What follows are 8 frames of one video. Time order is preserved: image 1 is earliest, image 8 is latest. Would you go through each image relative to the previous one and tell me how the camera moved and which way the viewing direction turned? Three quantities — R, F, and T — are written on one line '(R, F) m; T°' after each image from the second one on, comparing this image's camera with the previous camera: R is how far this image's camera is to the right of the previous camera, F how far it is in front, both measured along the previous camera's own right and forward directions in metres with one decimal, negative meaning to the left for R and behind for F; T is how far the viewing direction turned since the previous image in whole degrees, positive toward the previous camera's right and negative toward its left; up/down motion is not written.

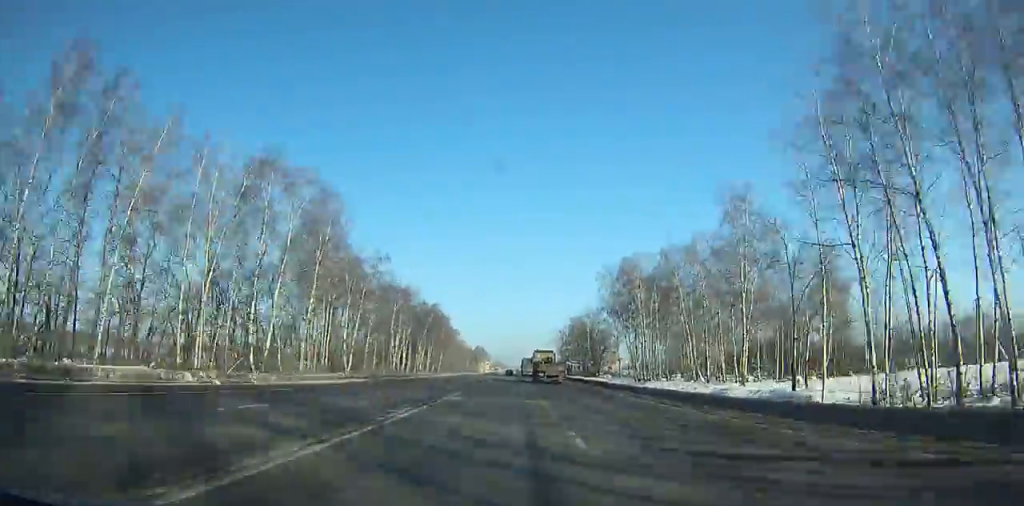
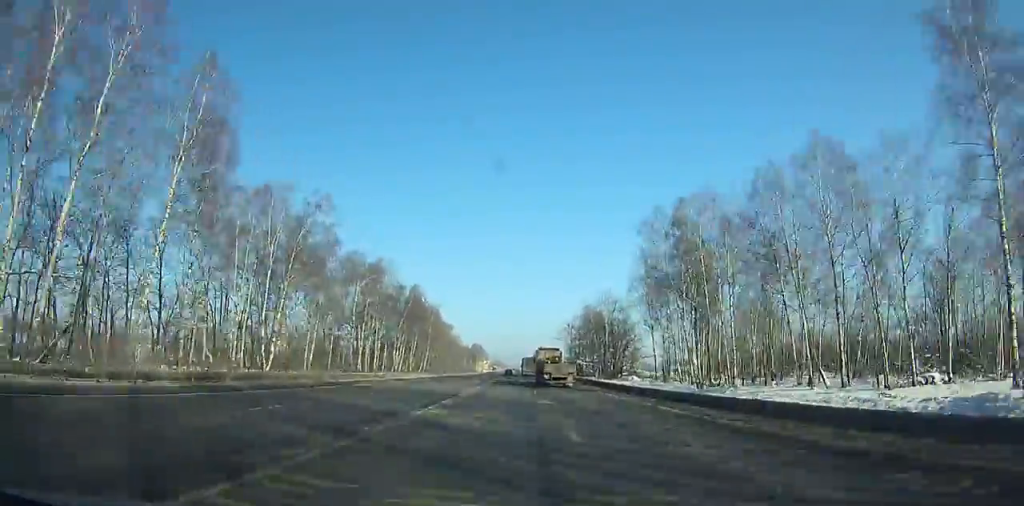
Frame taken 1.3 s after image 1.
(0.0, +33.5) m; 0°
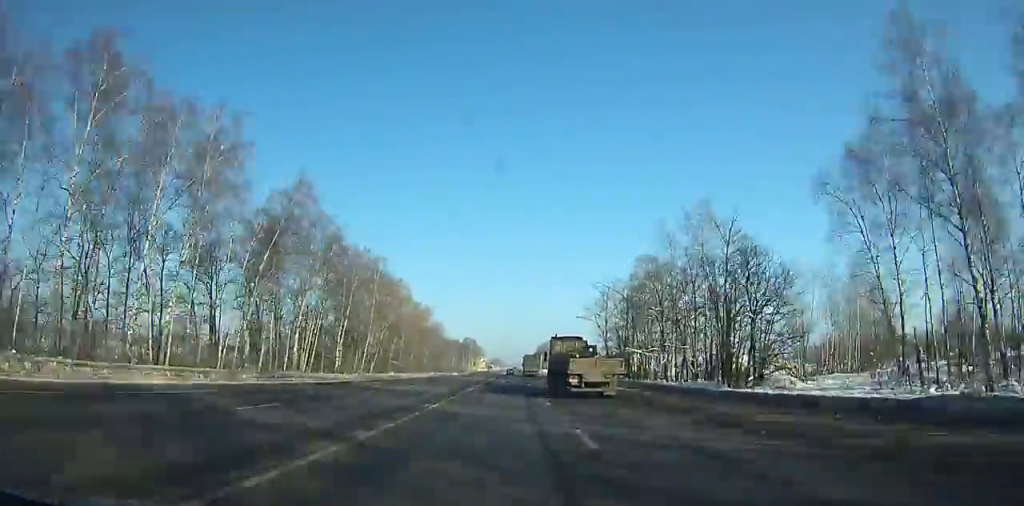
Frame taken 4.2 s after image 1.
(-0.3, +75.0) m; 0°
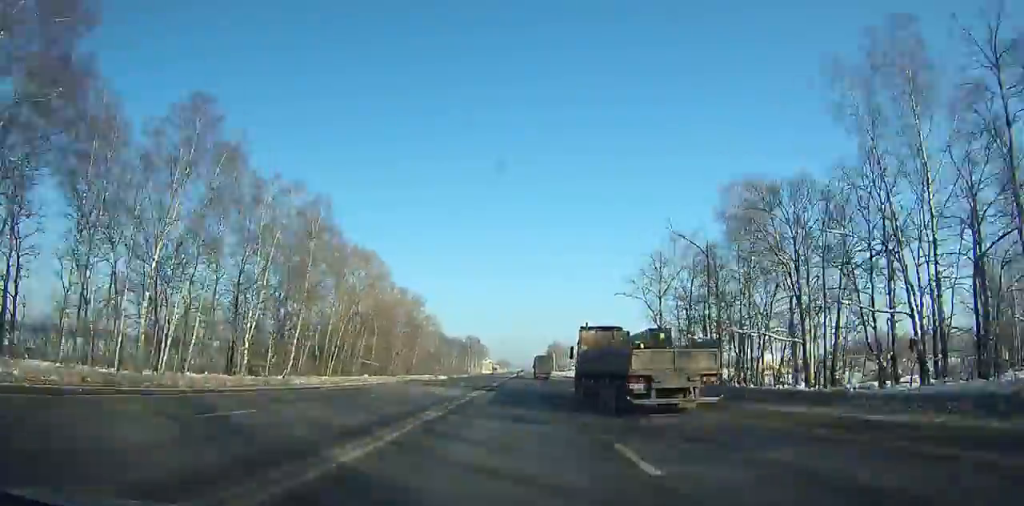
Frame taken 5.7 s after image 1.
(0.0, +38.8) m; 0°
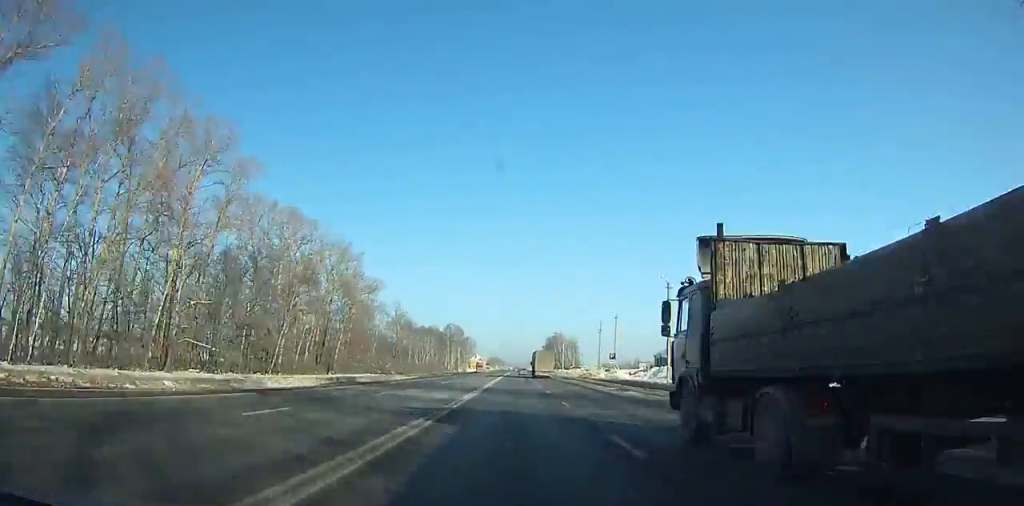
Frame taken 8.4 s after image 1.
(0.0, +69.7) m; 0°
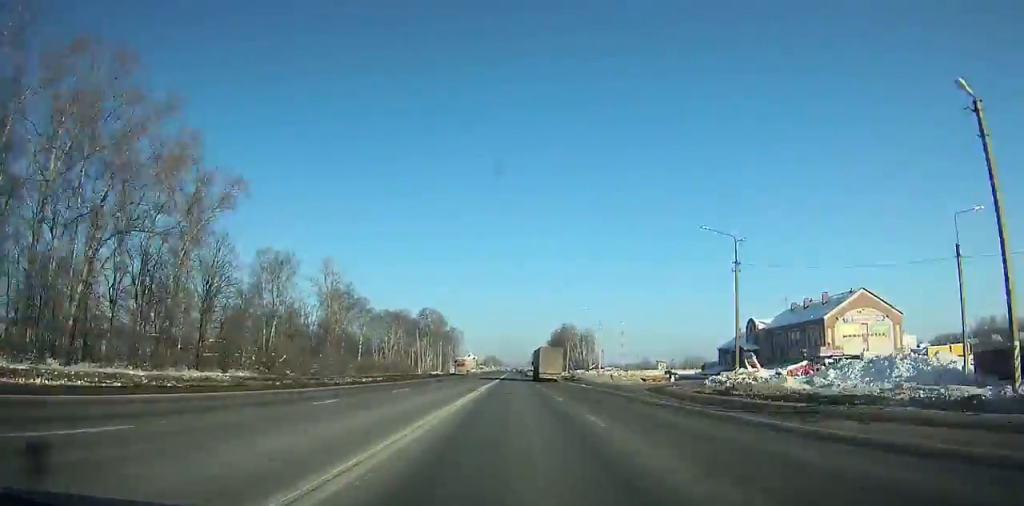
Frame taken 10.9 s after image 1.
(+0.1, +63.8) m; 0°
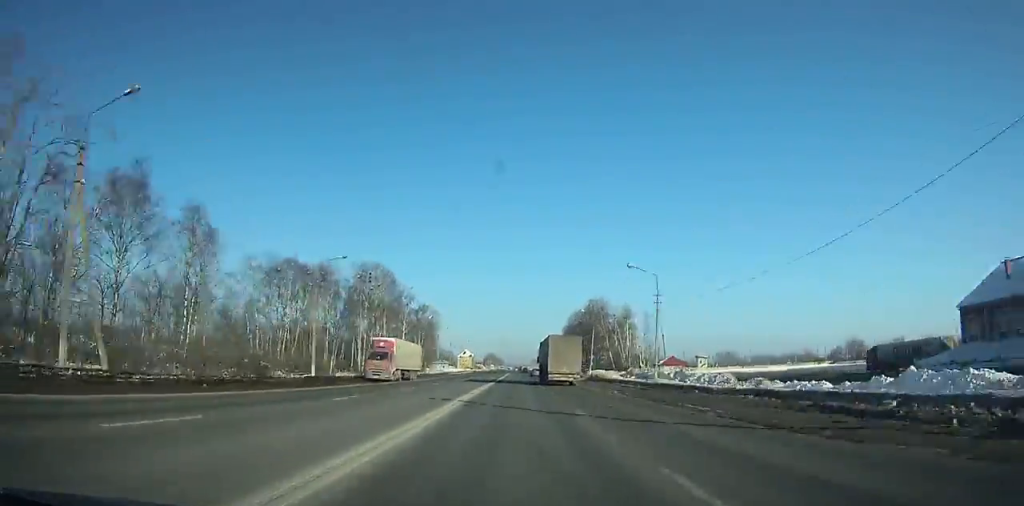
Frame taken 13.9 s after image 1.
(+0.1, +74.9) m; 0°
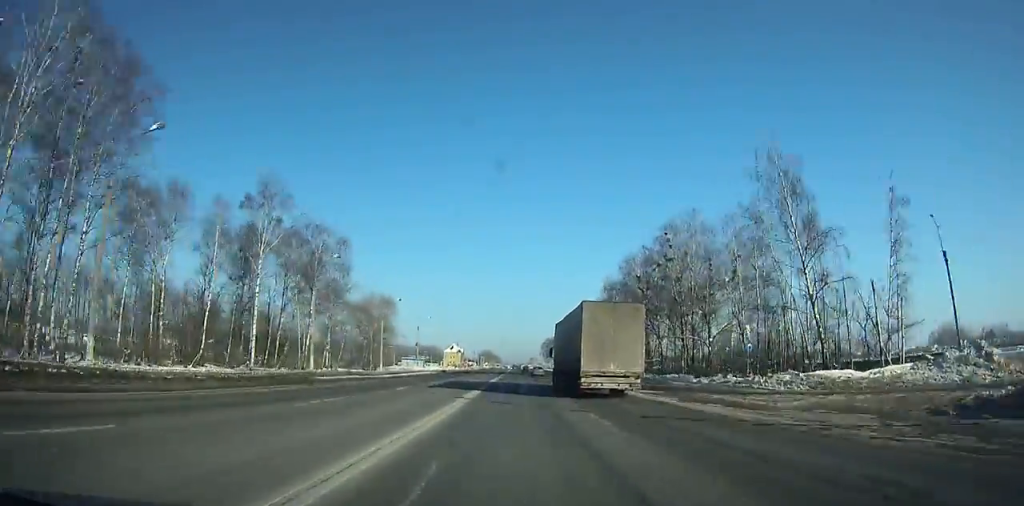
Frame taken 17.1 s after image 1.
(-0.1, +79.3) m; 0°
